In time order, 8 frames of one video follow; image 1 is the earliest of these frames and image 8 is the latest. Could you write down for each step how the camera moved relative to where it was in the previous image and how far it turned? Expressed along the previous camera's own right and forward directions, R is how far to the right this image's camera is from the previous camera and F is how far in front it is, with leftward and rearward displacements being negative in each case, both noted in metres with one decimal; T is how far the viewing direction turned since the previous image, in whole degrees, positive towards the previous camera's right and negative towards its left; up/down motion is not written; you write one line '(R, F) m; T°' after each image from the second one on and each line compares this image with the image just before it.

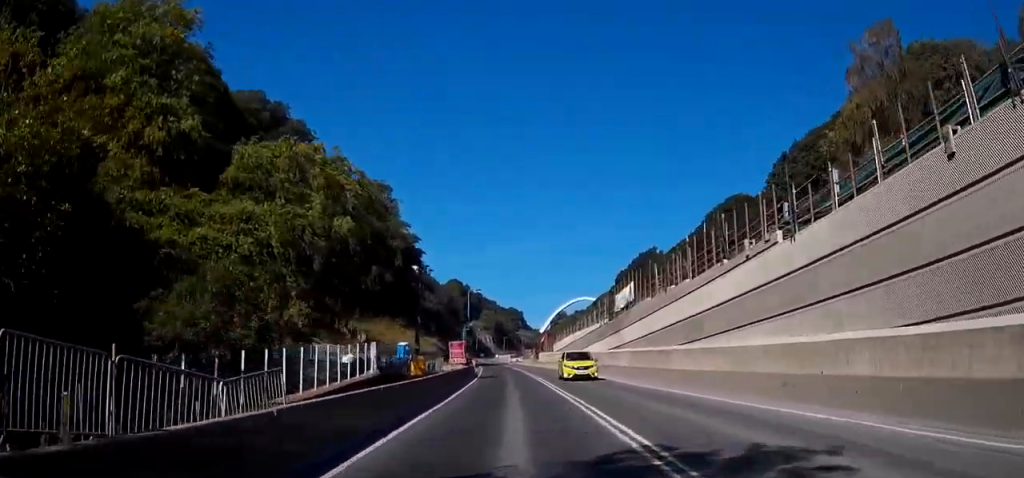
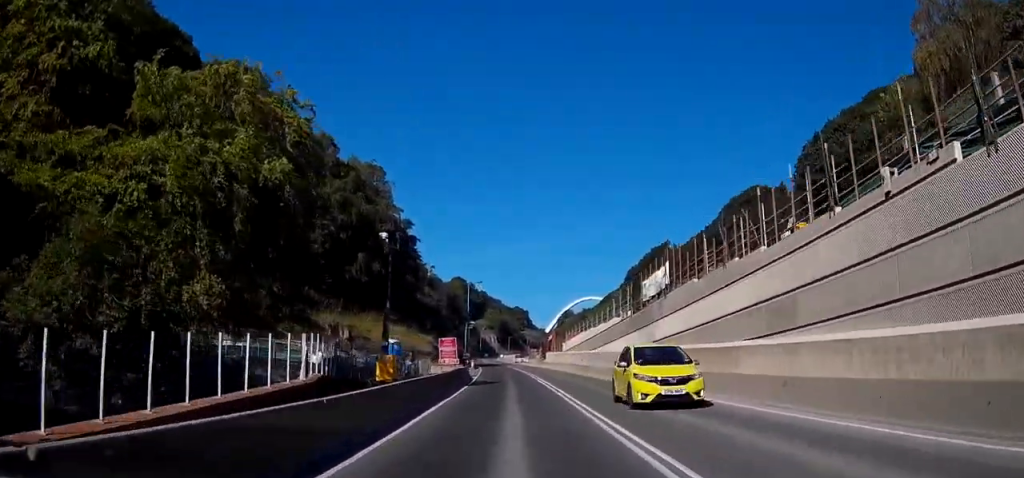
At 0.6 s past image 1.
(0.0, +10.2) m; 0°
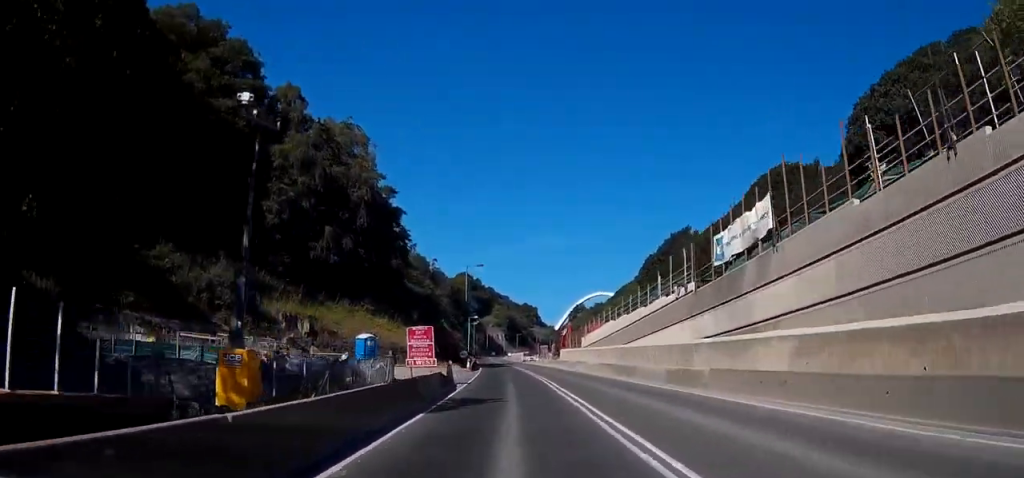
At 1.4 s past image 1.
(-0.1, +15.5) m; 0°
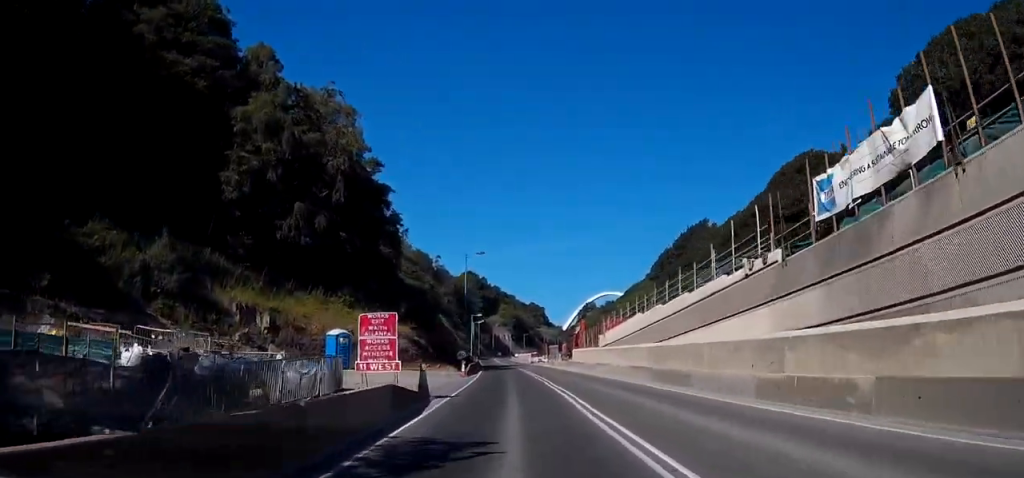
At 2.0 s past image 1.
(0.0, +10.1) m; 0°
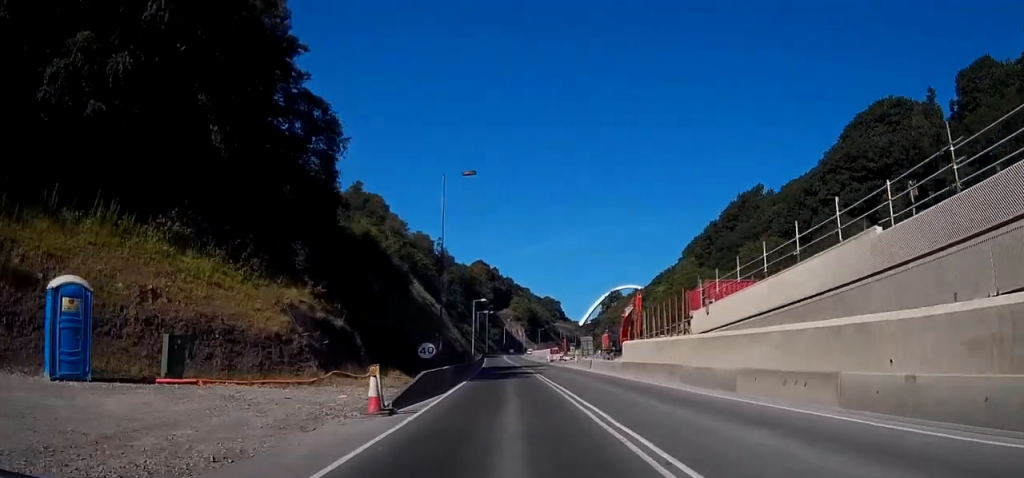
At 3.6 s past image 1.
(-0.1, +29.3) m; -1°
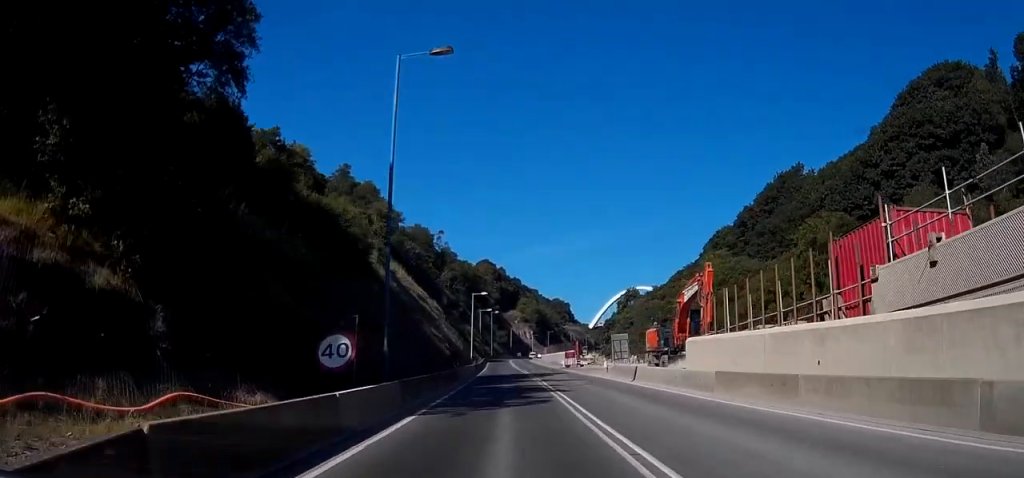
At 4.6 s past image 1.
(-0.3, +17.1) m; -2°
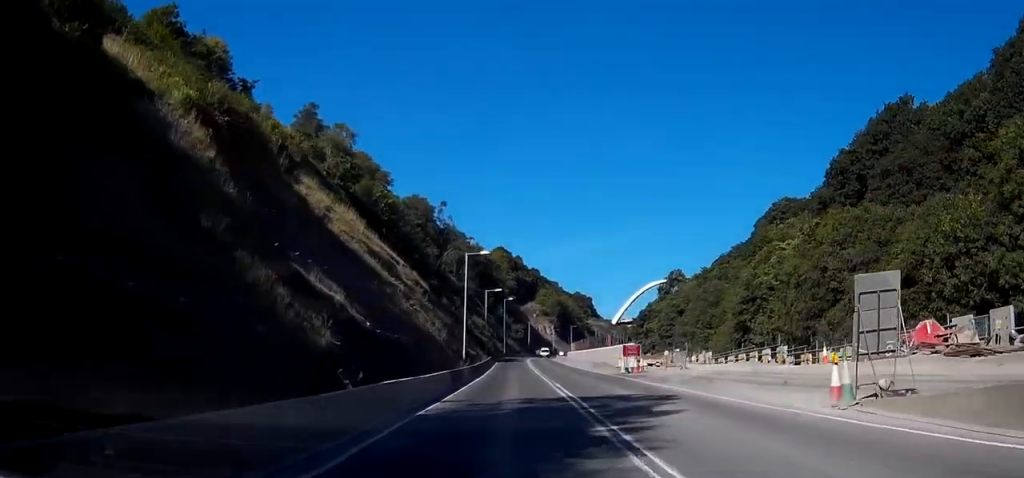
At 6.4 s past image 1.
(-0.9, +32.7) m; -3°
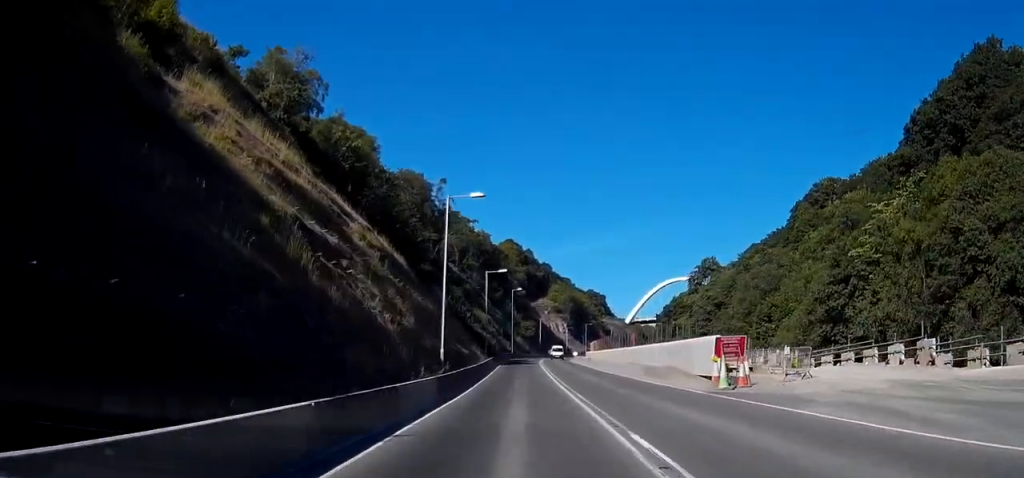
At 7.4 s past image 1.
(0.0, +19.1) m; 0°
